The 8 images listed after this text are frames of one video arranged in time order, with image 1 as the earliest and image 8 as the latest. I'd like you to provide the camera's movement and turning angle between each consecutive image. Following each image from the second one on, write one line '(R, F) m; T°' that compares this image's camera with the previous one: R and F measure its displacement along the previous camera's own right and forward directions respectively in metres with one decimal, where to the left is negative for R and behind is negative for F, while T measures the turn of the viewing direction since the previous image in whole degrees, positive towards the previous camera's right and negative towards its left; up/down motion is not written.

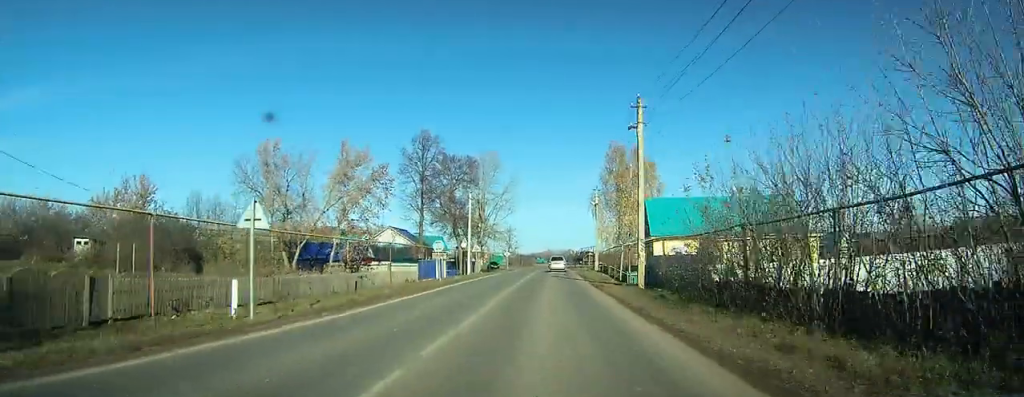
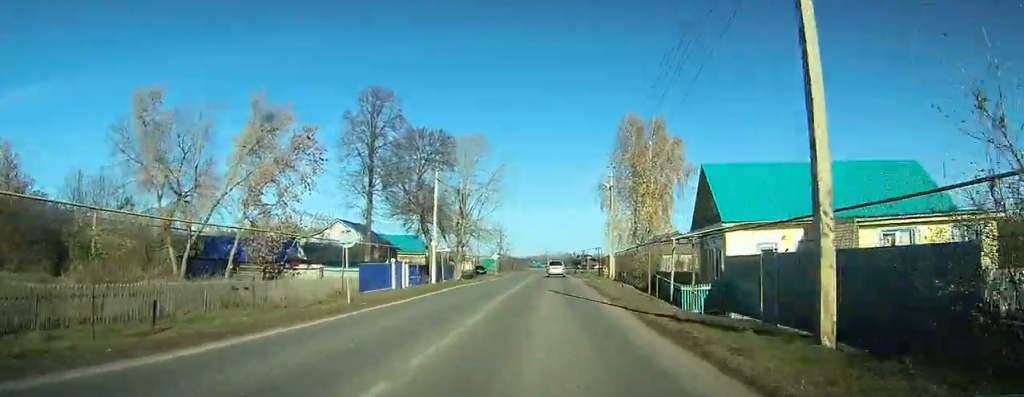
(-0.4, +16.0) m; -2°
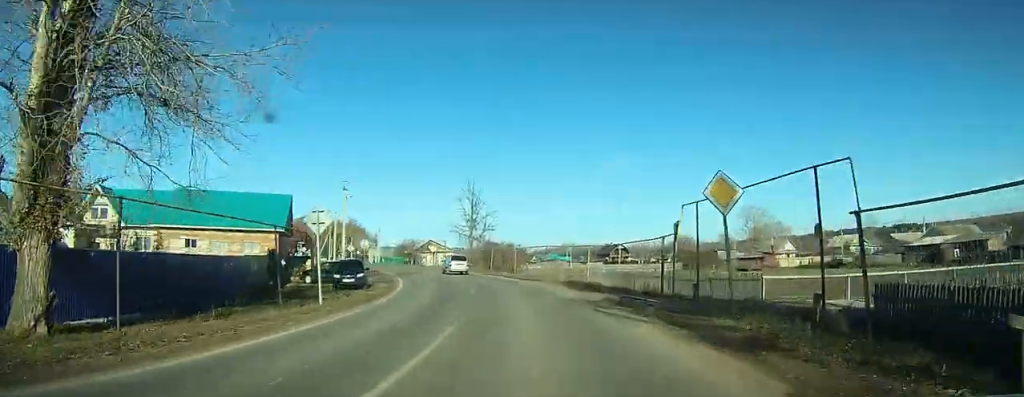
(-2.8, +66.1) m; -5°
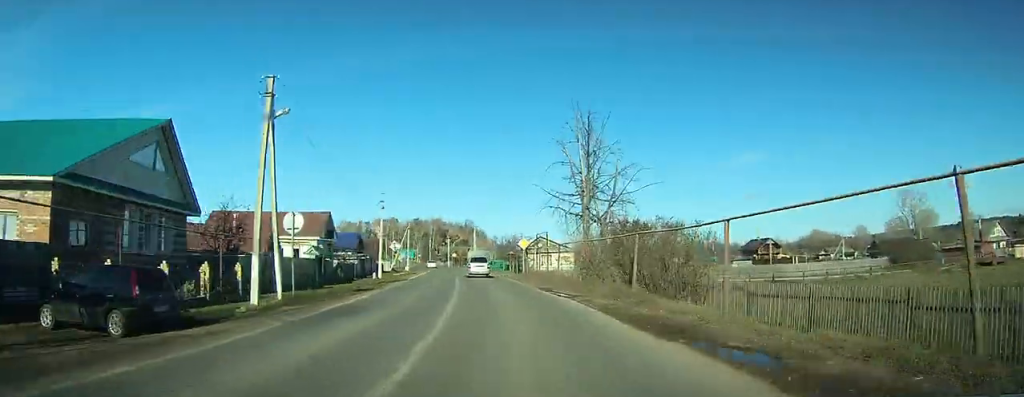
(-2.1, +34.4) m; -8°
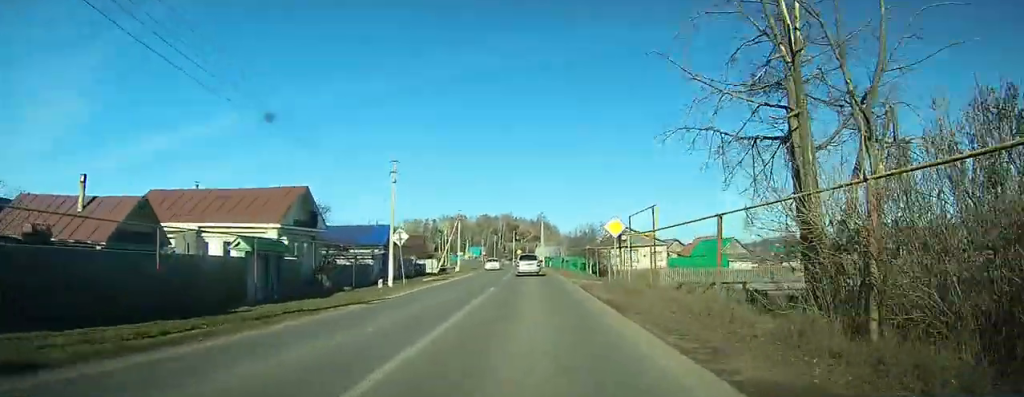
(-0.9, +18.8) m; -5°
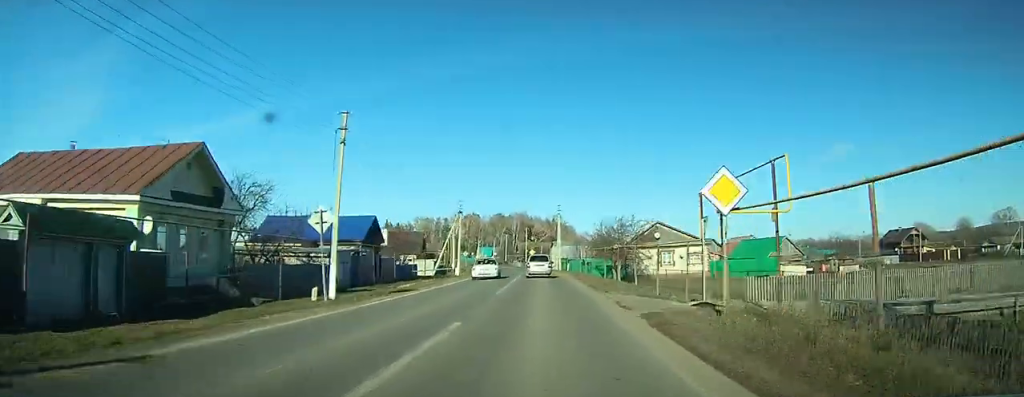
(-0.5, +12.4) m; -3°
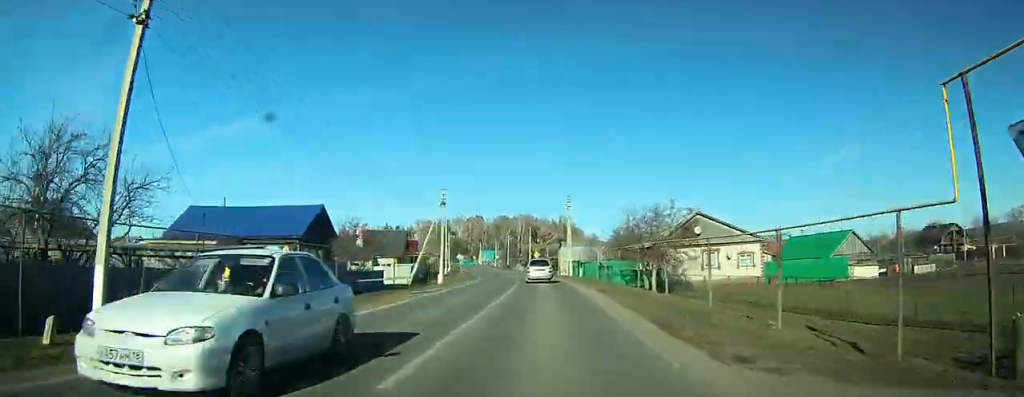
(-0.5, +14.1) m; -3°
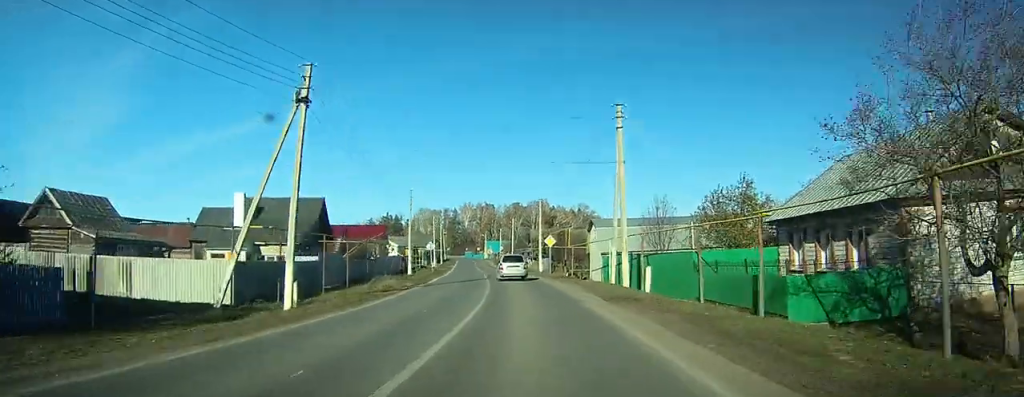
(-1.0, +34.3) m; -3°
